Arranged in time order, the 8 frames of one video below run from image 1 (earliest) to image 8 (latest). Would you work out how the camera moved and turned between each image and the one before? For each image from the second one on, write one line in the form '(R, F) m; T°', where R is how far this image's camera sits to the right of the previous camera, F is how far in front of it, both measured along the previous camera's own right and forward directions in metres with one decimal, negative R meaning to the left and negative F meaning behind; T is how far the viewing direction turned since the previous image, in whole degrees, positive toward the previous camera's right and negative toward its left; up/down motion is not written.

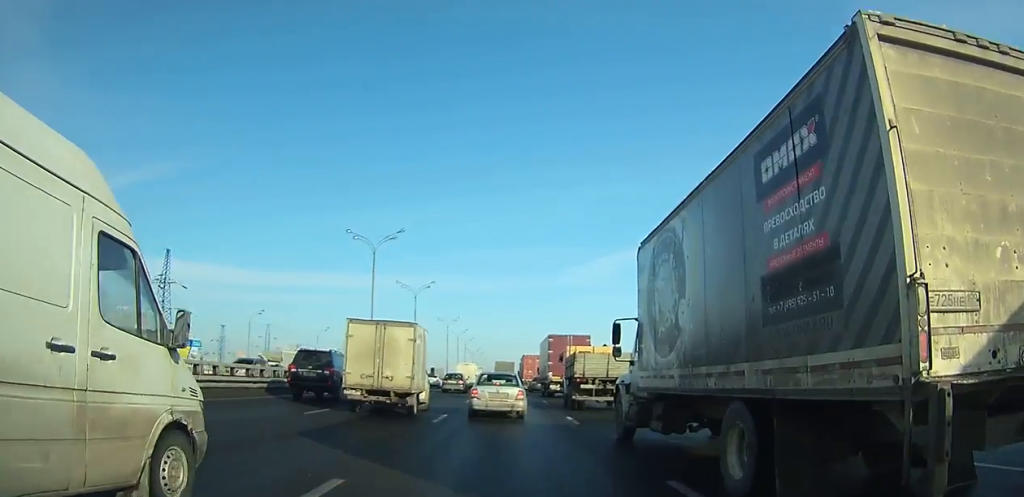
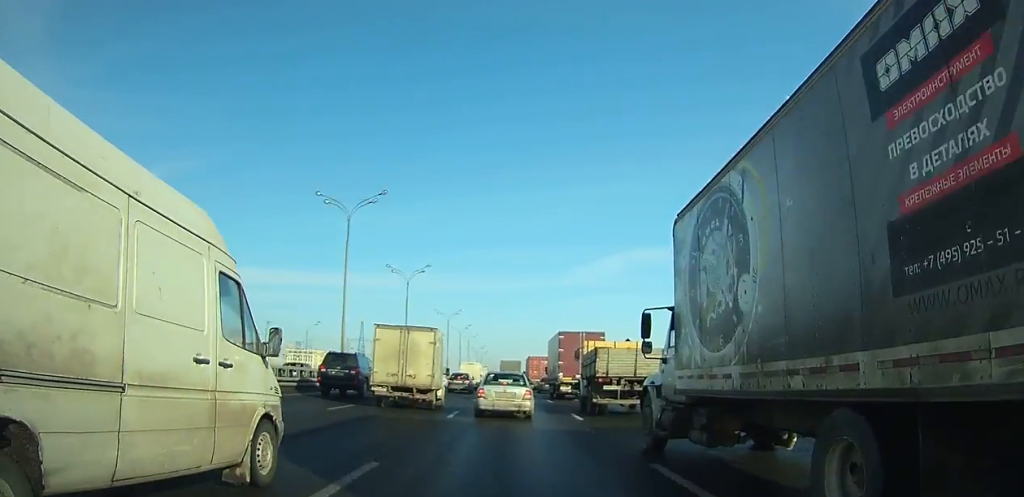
(0.0, +9.6) m; 0°
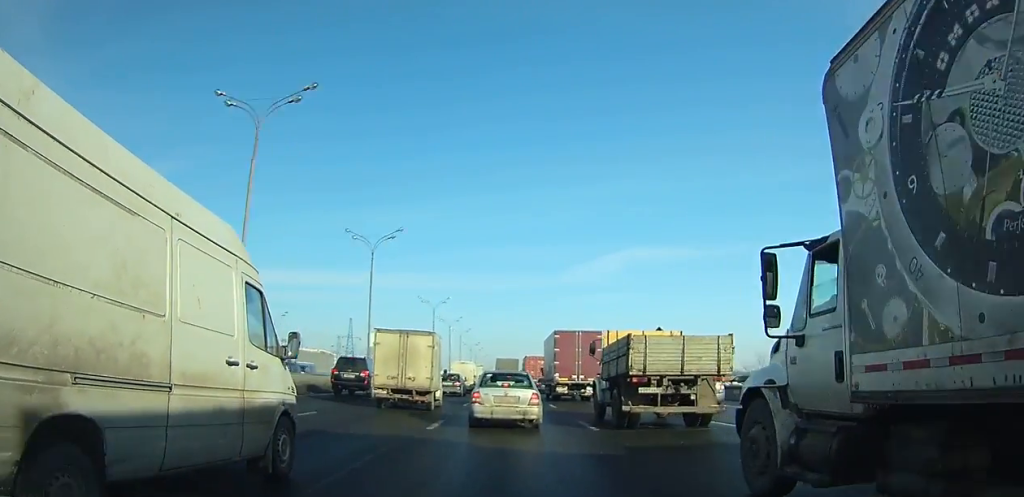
(0.0, +13.4) m; -1°
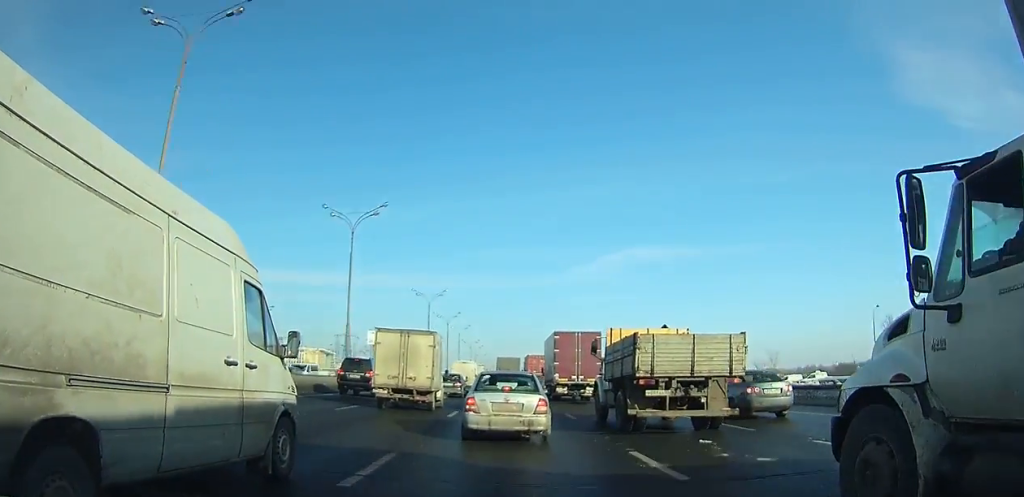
(-0.1, +6.1) m; 0°
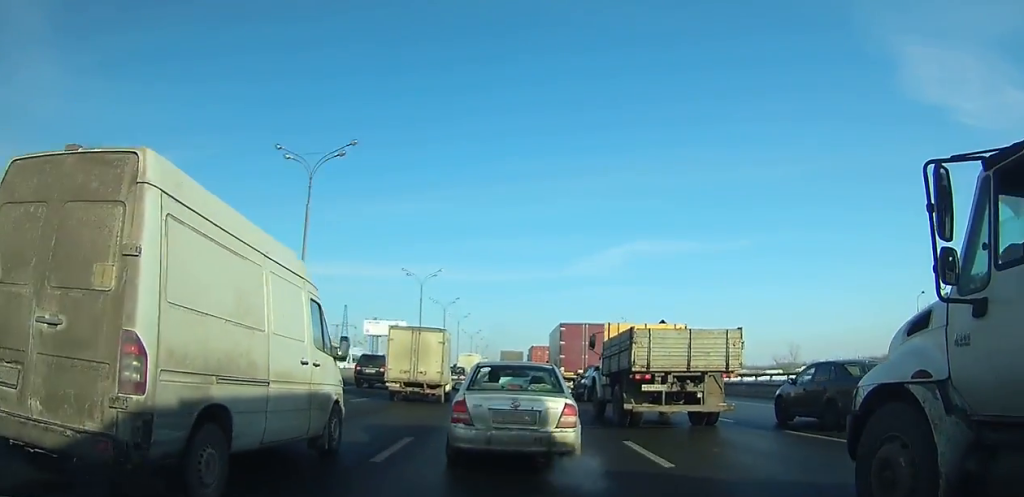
(-0.1, +10.8) m; 0°
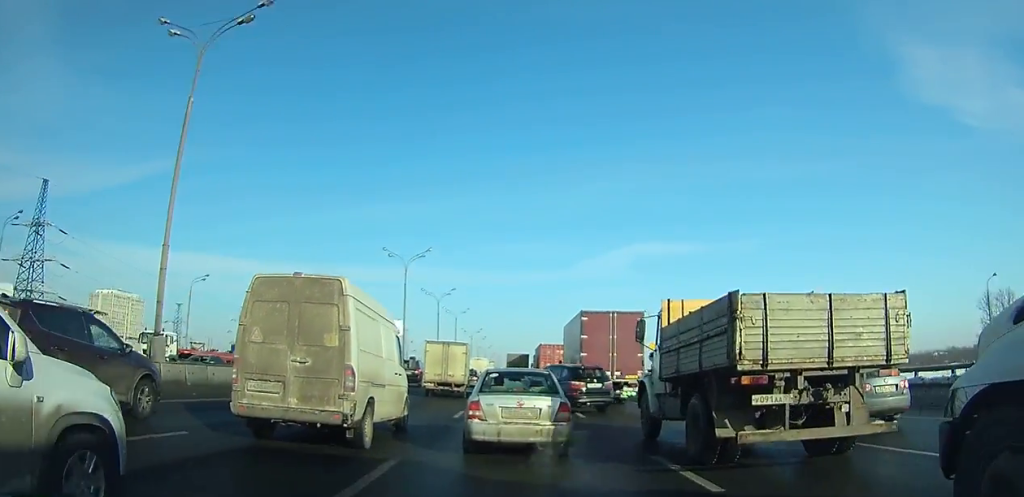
(0.0, +15.8) m; 0°
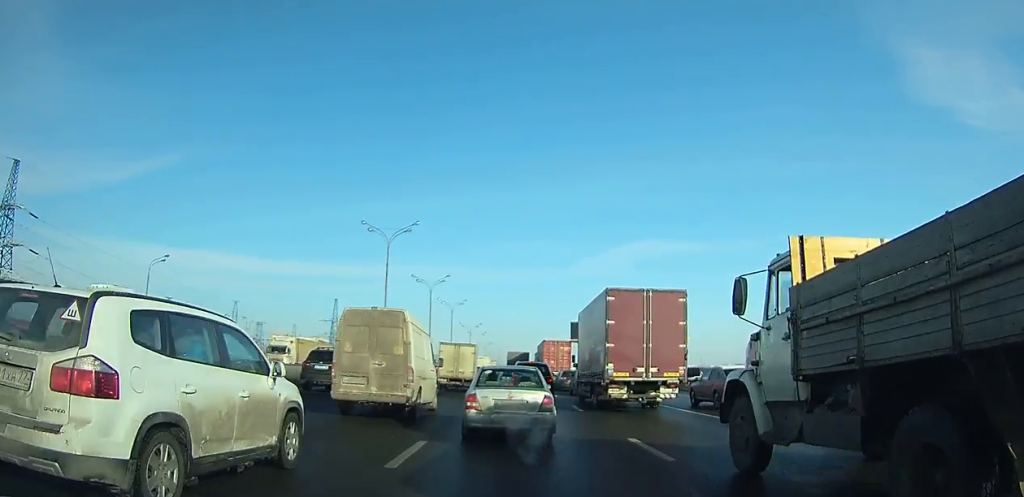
(0.0, +10.6) m; 0°
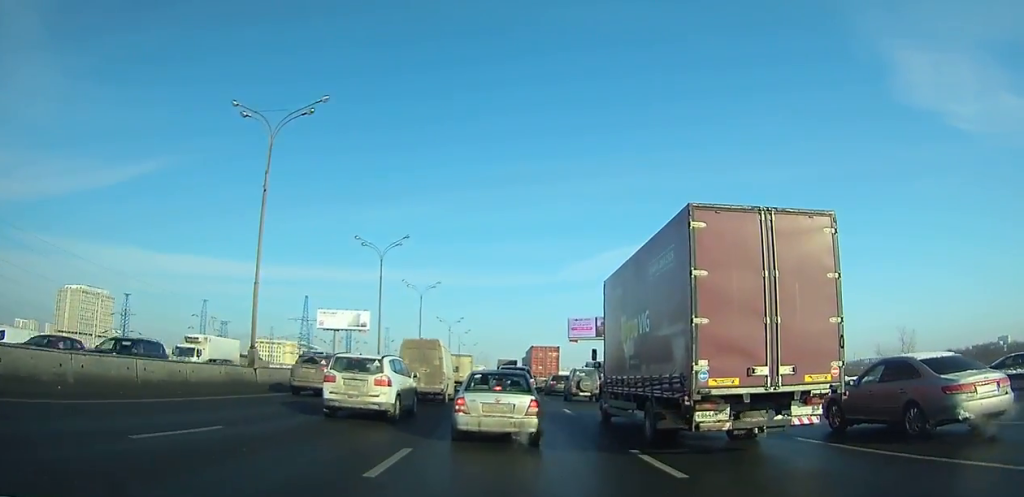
(+0.1, +22.9) m; +2°
